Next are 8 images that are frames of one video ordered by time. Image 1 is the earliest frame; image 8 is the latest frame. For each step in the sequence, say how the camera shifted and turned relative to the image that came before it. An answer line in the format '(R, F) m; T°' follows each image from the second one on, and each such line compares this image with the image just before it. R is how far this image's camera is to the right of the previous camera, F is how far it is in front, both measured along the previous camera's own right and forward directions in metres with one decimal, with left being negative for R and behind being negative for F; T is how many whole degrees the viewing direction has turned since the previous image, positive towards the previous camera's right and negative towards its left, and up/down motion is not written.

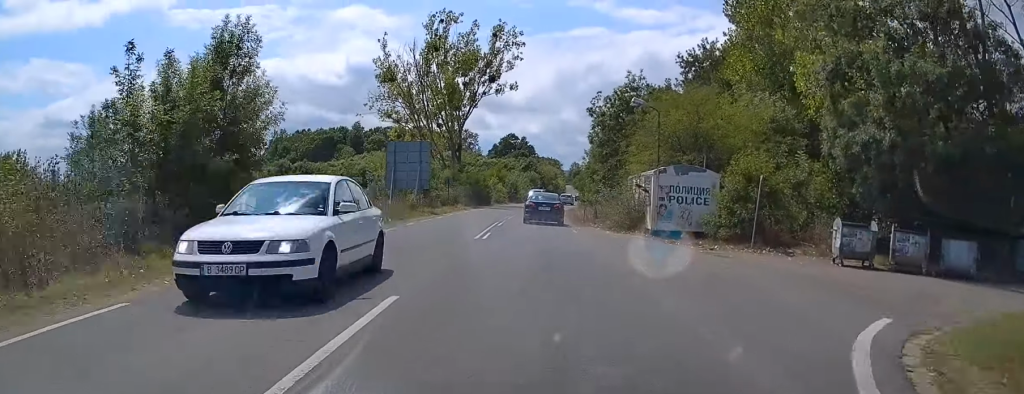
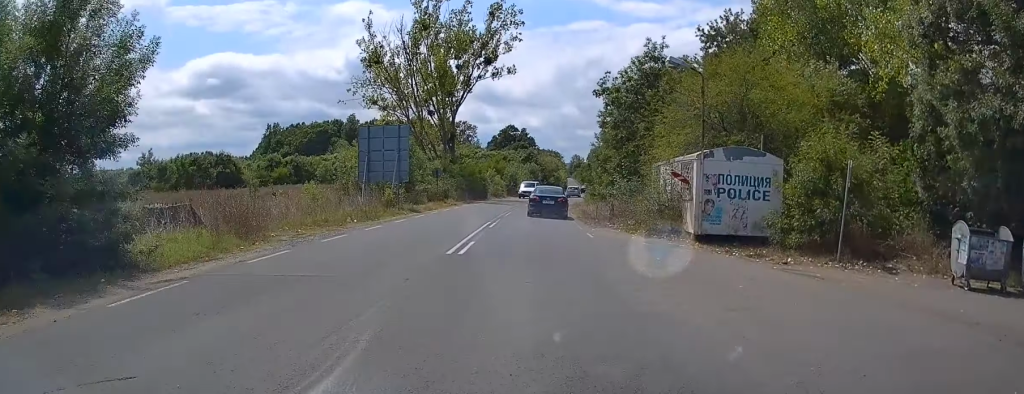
(0.0, +6.7) m; 0°
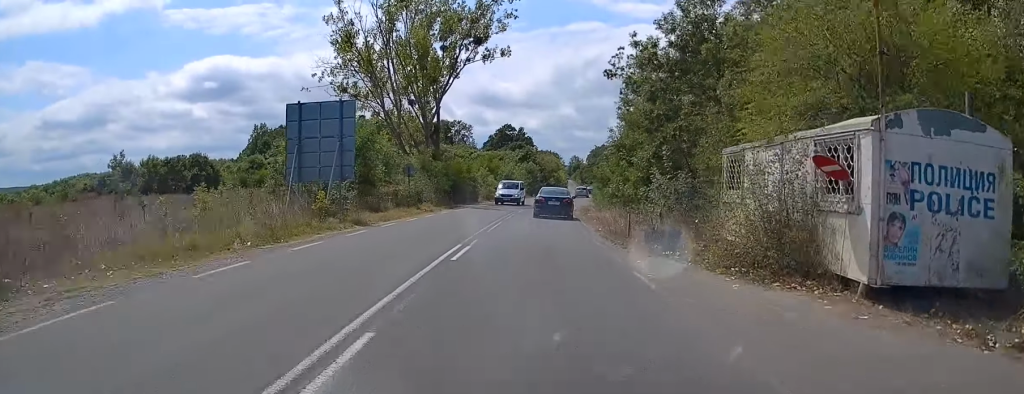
(0.0, +10.4) m; 0°
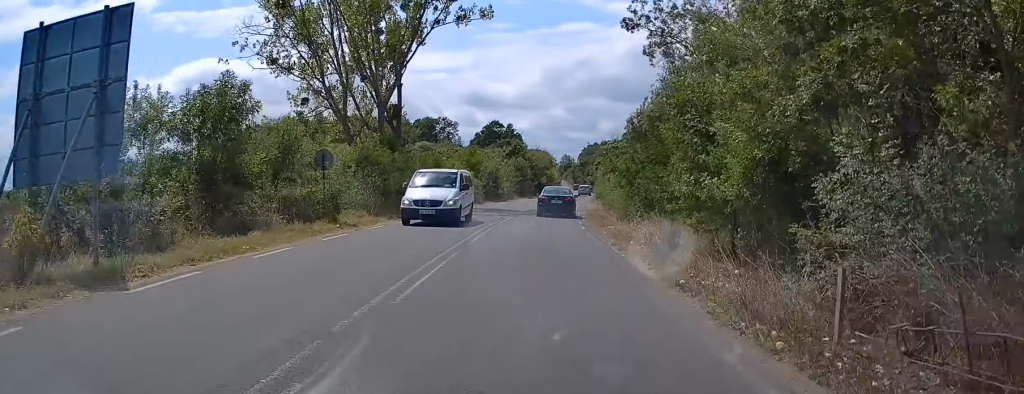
(0.0, +13.8) m; 0°
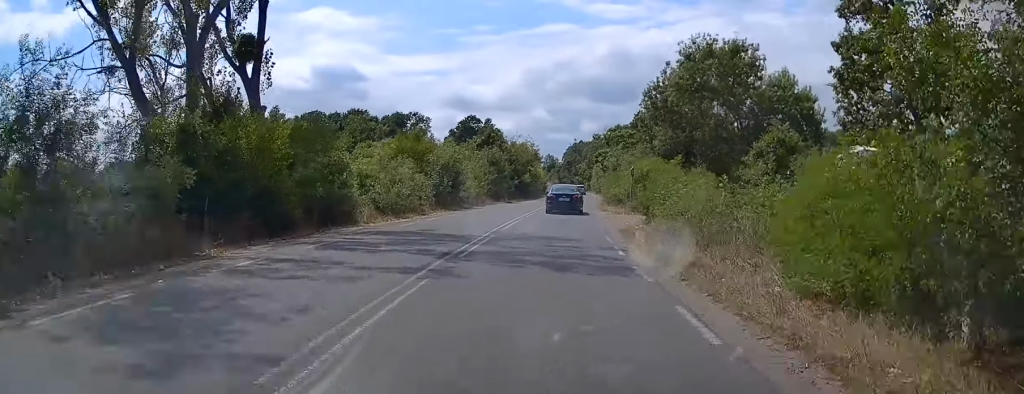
(0.0, +21.9) m; +1°
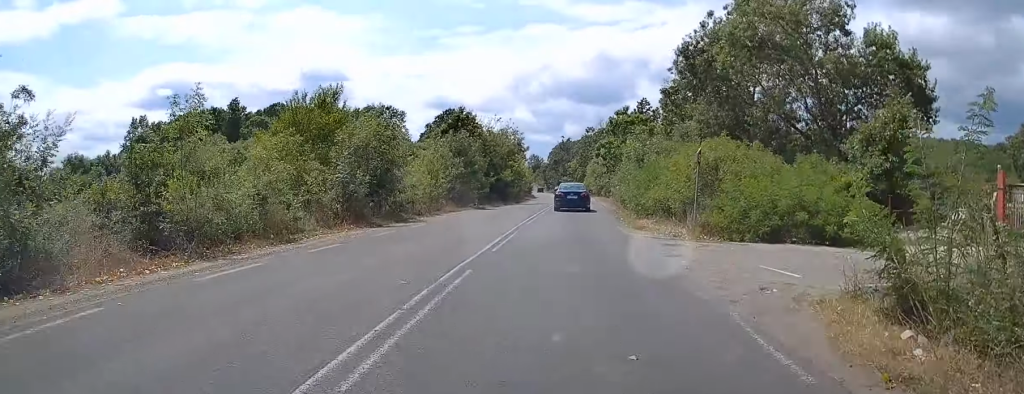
(+0.5, +17.1) m; +3°
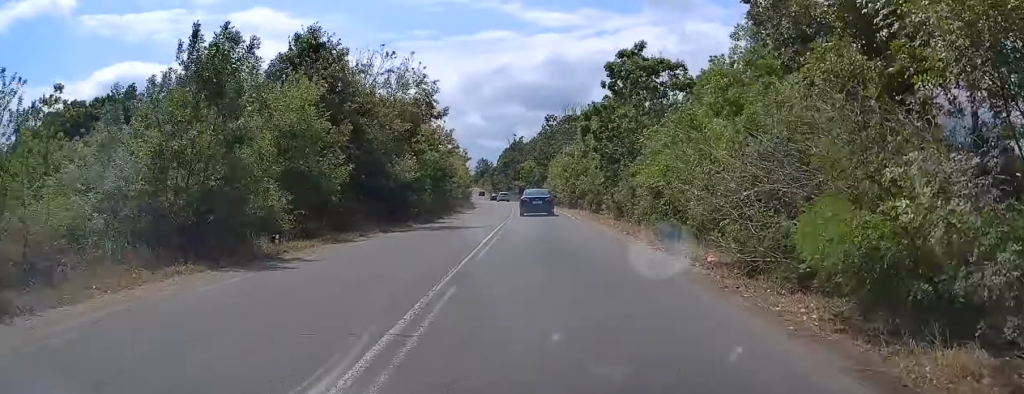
(+0.9, +28.4) m; +2°
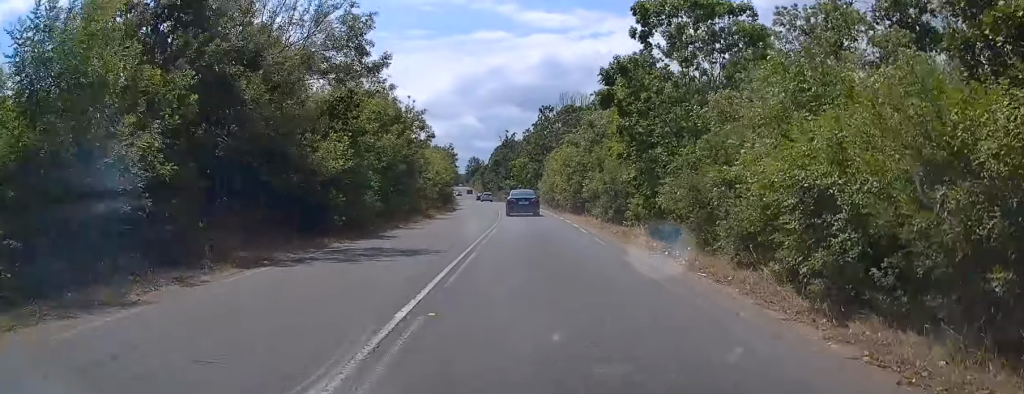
(0.0, +10.8) m; 0°
